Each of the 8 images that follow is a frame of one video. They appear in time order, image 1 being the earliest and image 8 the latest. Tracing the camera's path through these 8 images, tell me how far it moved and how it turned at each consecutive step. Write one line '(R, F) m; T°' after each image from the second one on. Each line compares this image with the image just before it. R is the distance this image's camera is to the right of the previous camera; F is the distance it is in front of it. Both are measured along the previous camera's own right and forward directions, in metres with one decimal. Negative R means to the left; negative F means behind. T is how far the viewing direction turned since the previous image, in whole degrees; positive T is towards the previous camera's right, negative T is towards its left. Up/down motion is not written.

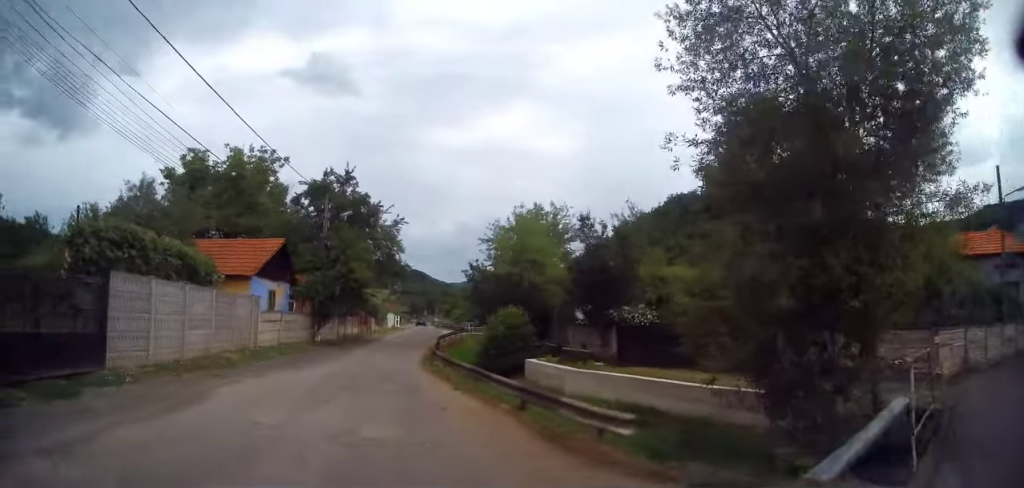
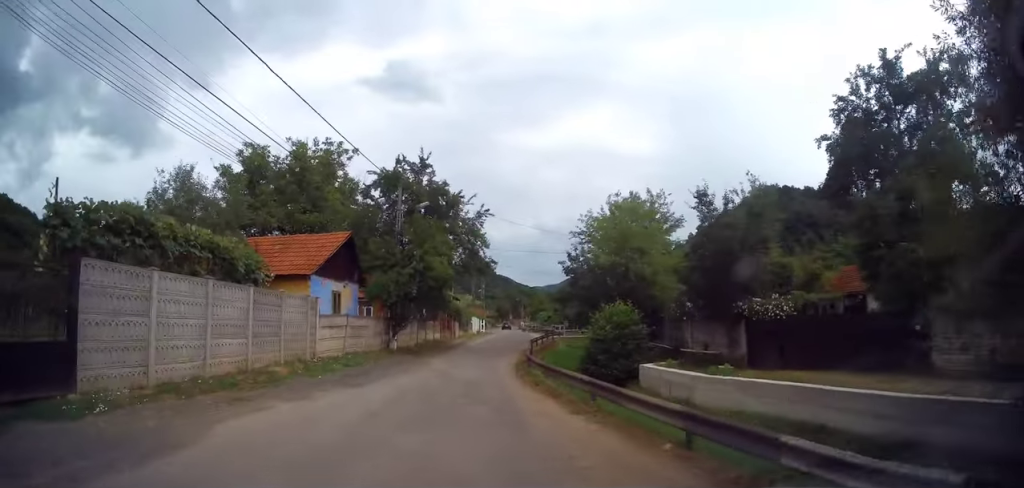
(-0.4, +4.3) m; -8°
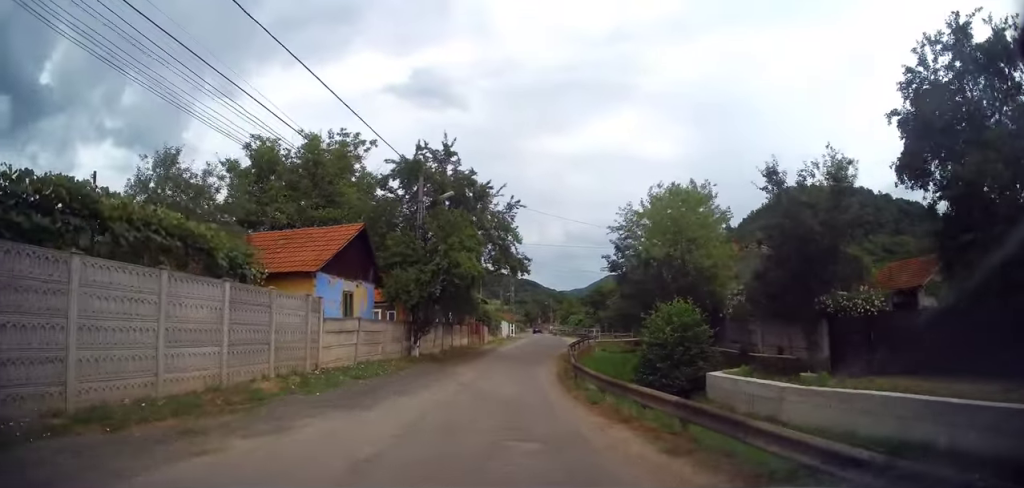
(-0.1, +3.5) m; -1°
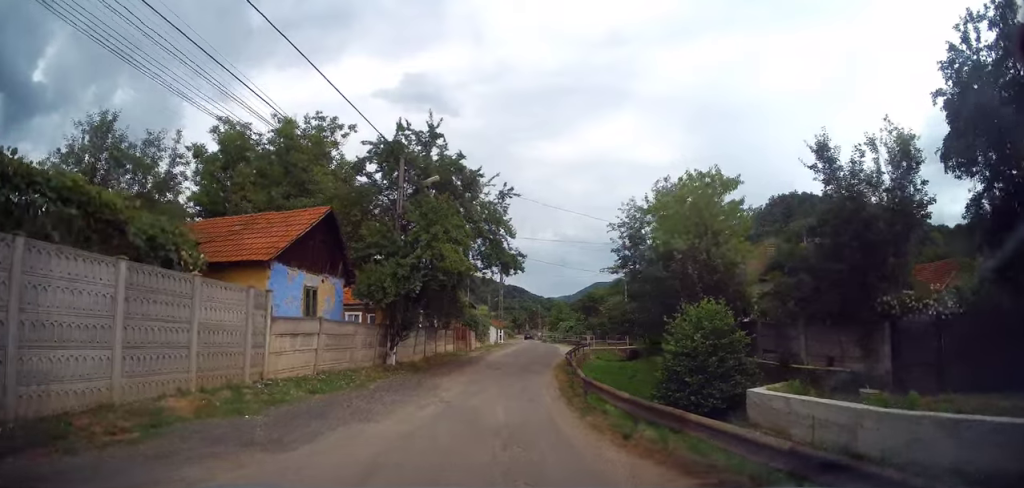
(0.0, +3.3) m; +1°
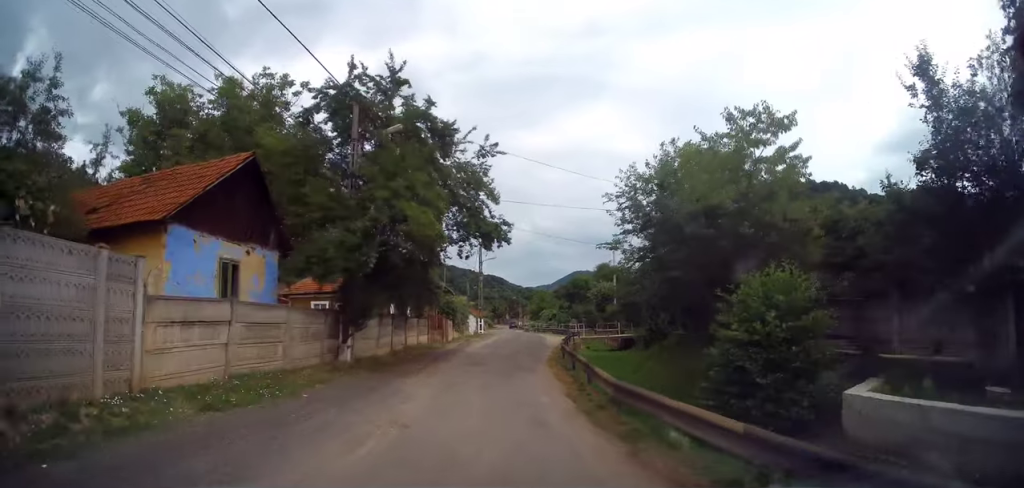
(-0.1, +4.1) m; +3°
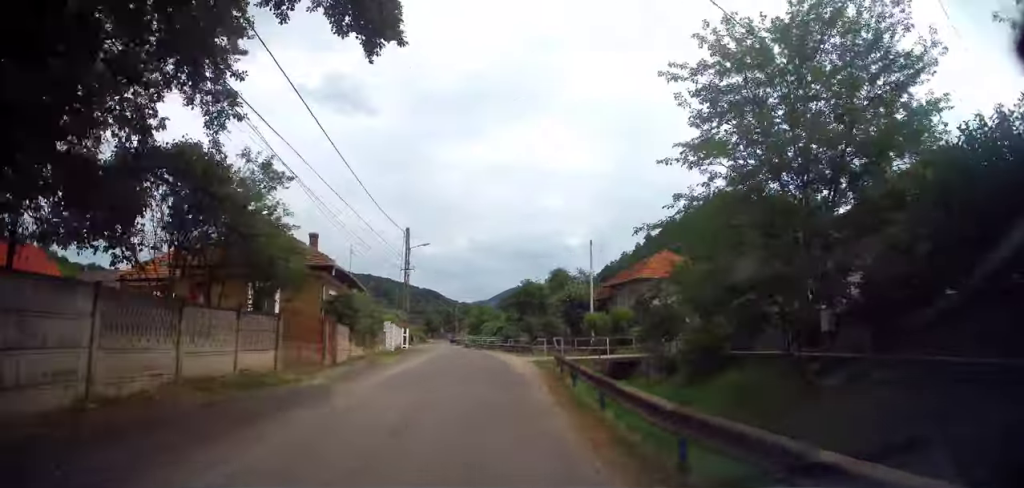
(+1.1, +14.1) m; +6°
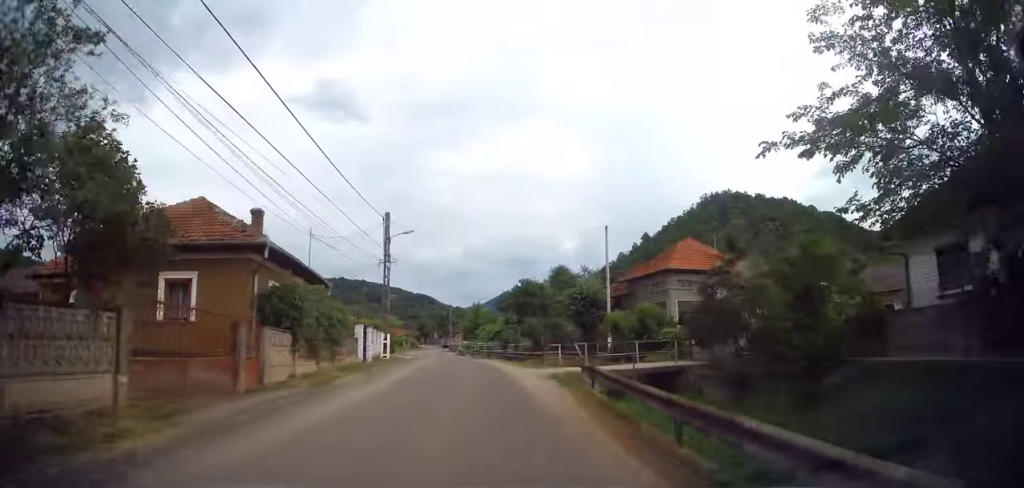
(+0.1, +6.5) m; +1°
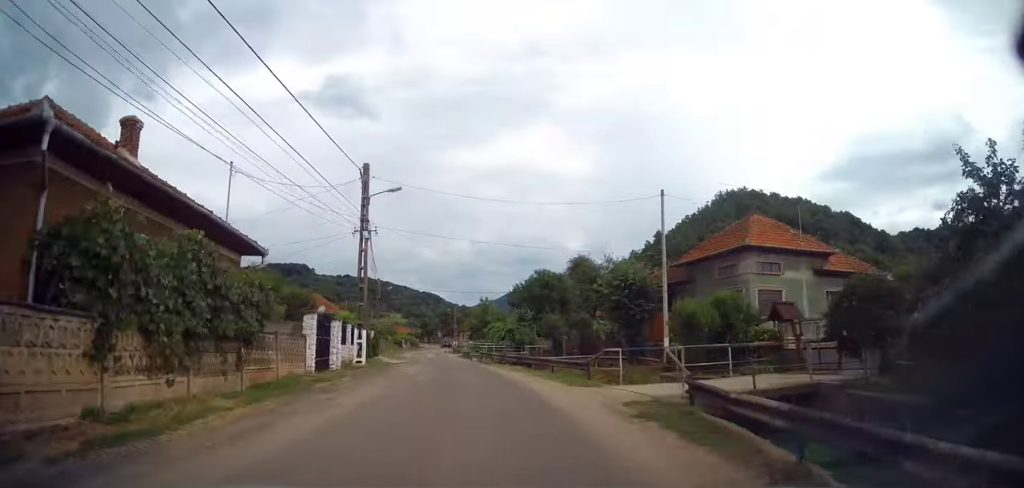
(0.0, +9.0) m; 0°
